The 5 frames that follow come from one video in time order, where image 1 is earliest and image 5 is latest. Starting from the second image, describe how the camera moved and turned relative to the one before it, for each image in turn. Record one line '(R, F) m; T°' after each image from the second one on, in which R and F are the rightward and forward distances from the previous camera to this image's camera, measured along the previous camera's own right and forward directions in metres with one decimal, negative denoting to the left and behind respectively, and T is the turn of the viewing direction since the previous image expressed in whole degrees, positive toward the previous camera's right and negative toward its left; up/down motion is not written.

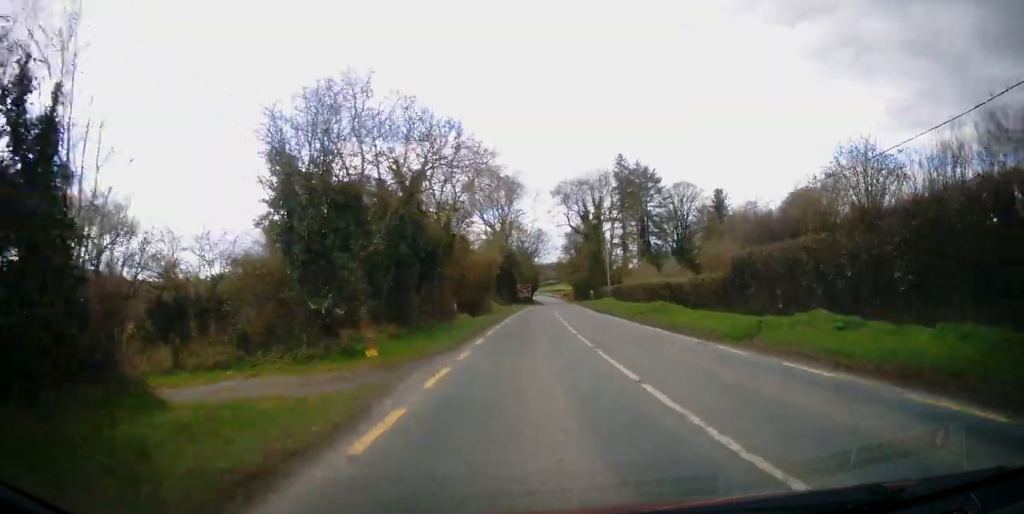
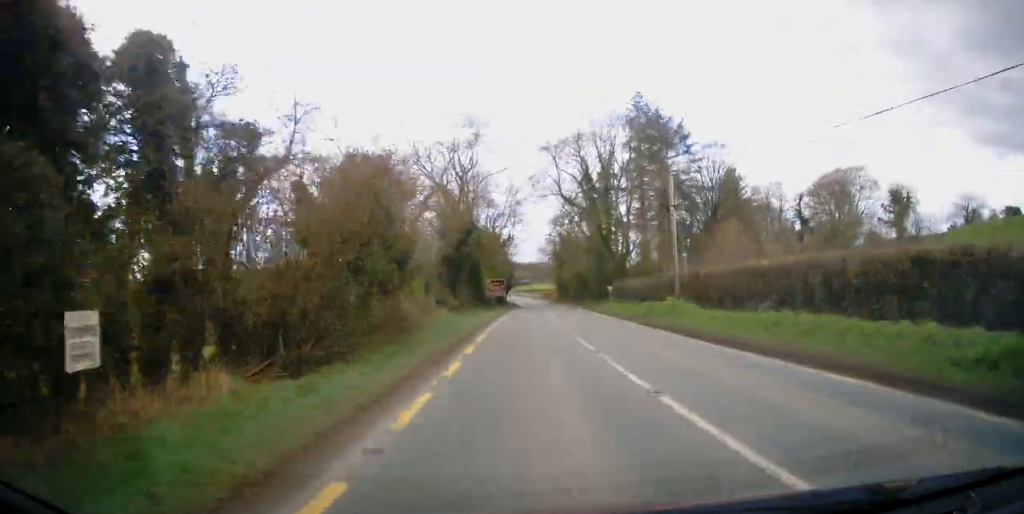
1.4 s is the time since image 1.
(+1.0, +31.0) m; +3°
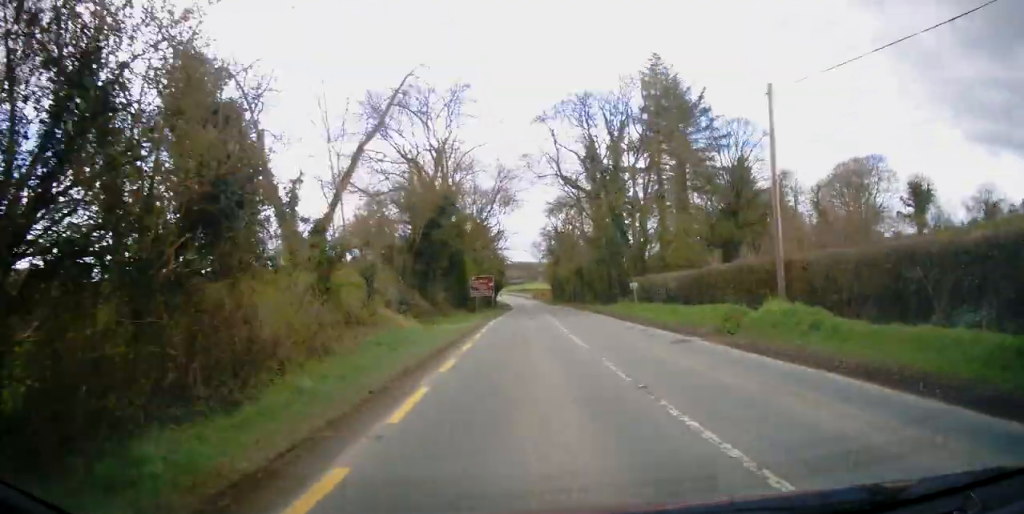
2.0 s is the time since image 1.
(+0.1, +11.5) m; +1°
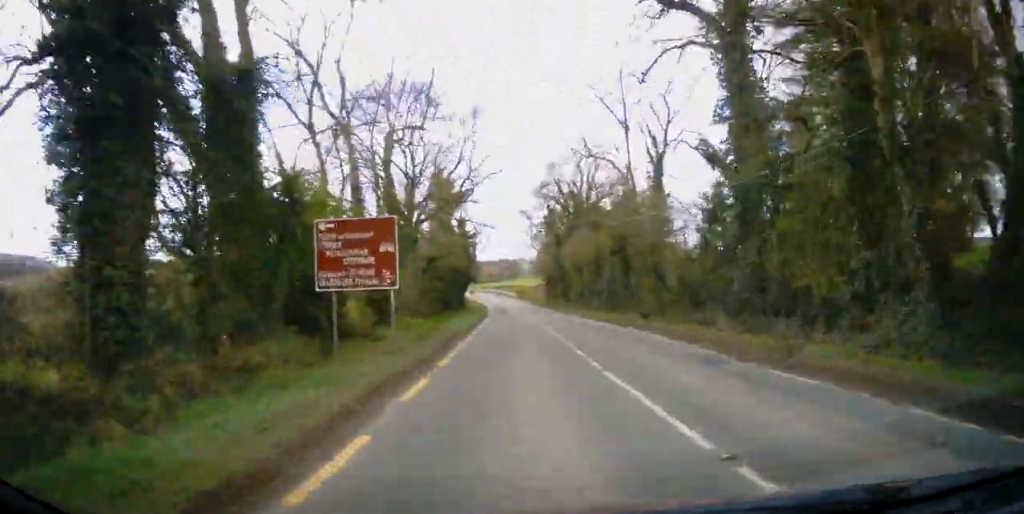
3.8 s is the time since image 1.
(+0.2, +39.0) m; +1°
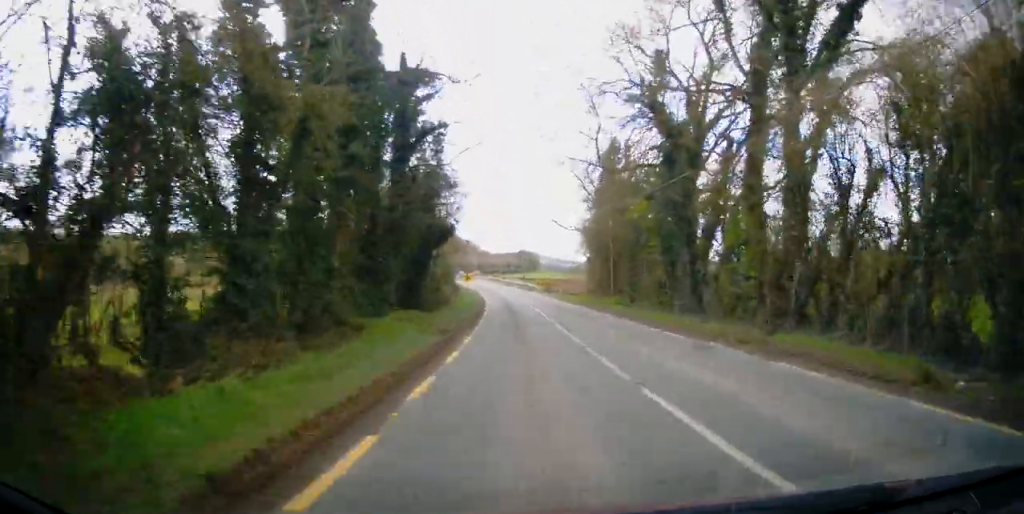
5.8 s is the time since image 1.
(+0.3, +44.1) m; 0°
